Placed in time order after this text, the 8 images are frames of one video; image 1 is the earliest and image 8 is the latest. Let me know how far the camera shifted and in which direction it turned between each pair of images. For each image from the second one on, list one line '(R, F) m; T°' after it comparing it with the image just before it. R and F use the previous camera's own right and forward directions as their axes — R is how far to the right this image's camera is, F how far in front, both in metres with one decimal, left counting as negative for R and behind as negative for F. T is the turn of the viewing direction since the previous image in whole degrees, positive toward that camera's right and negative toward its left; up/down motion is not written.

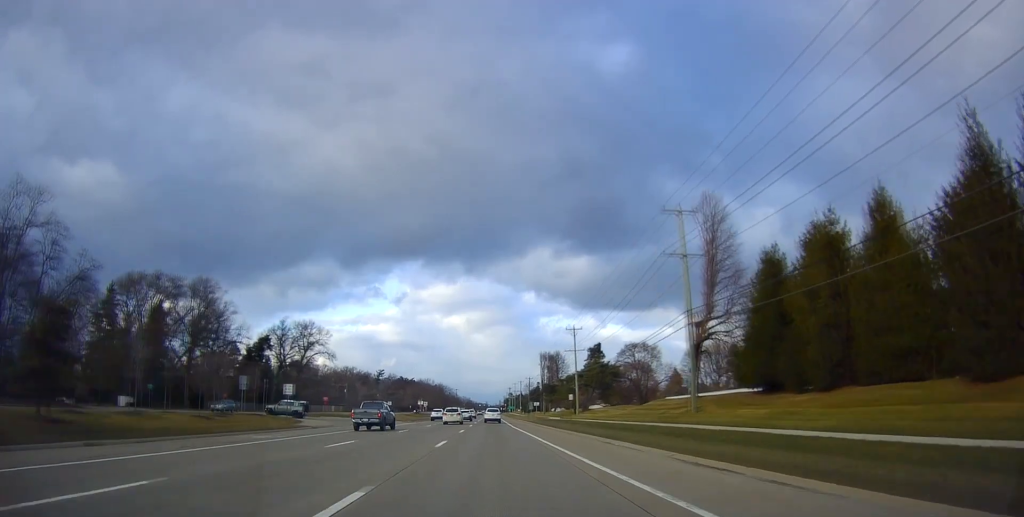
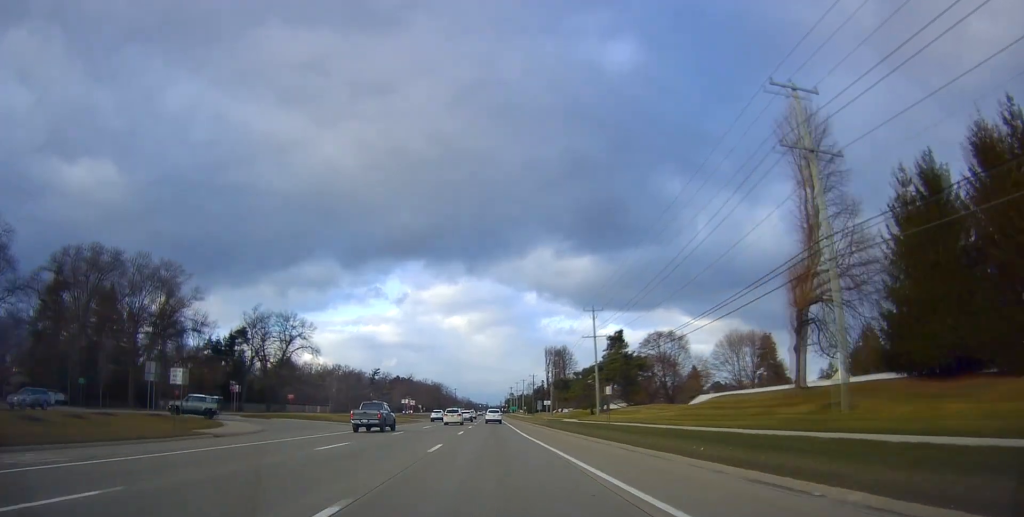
(-0.2, +16.8) m; 0°
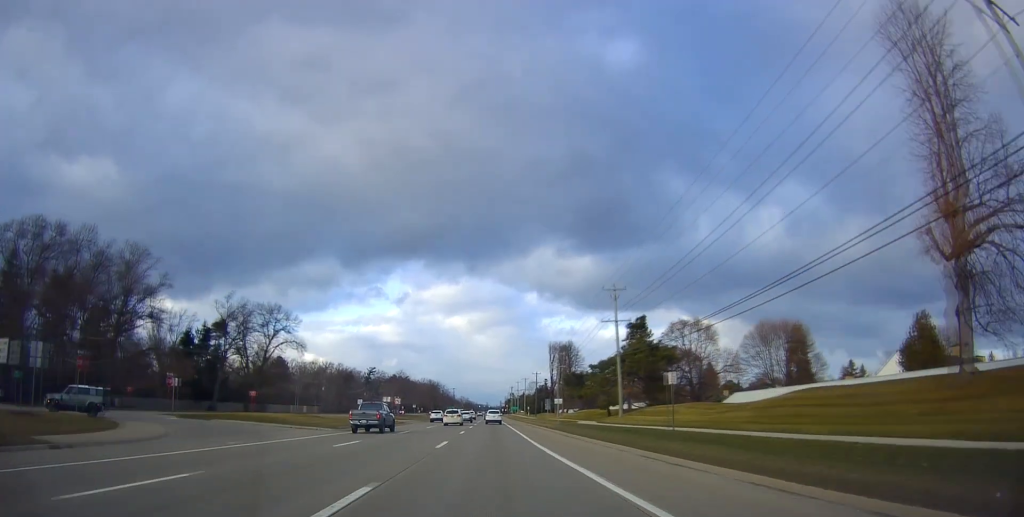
(-0.1, +12.7) m; 0°
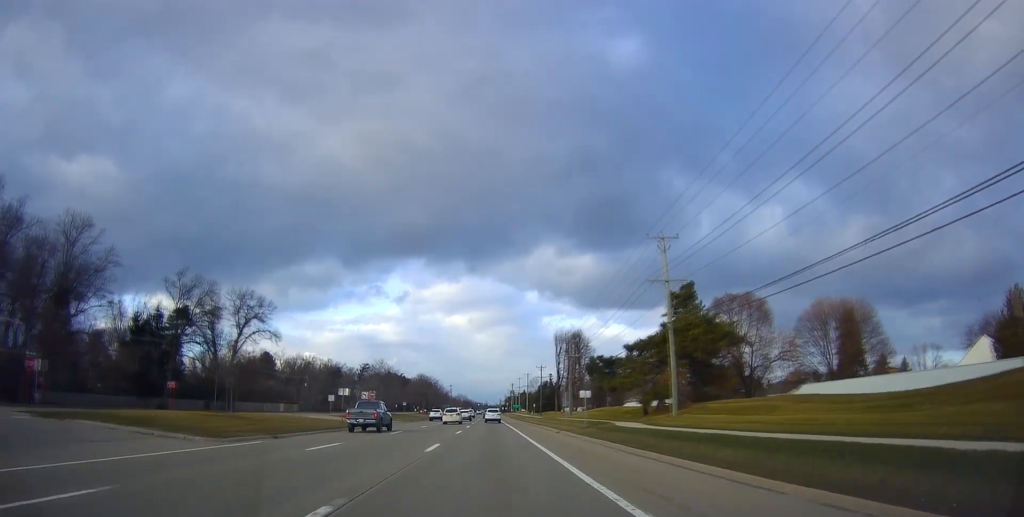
(+0.4, +17.7) m; -1°
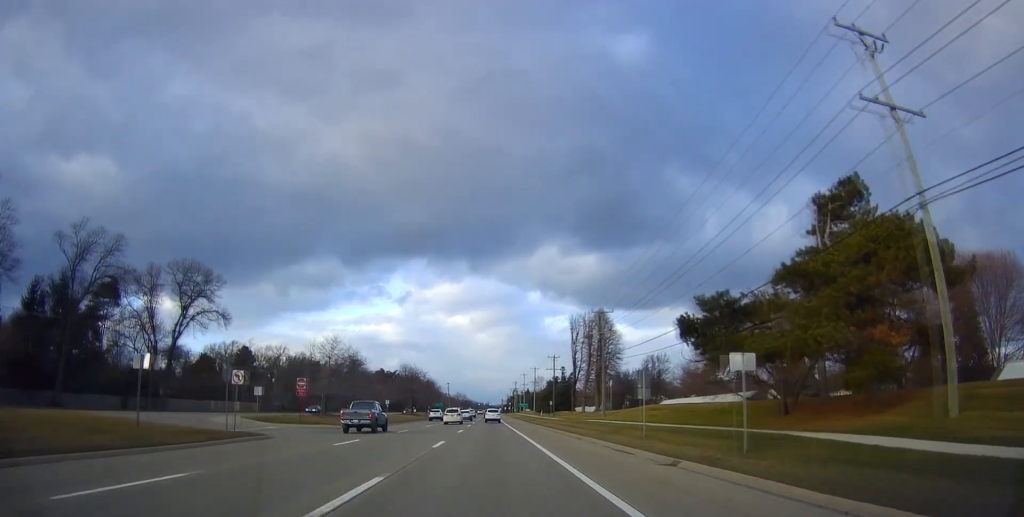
(-0.5, +27.2) m; 0°
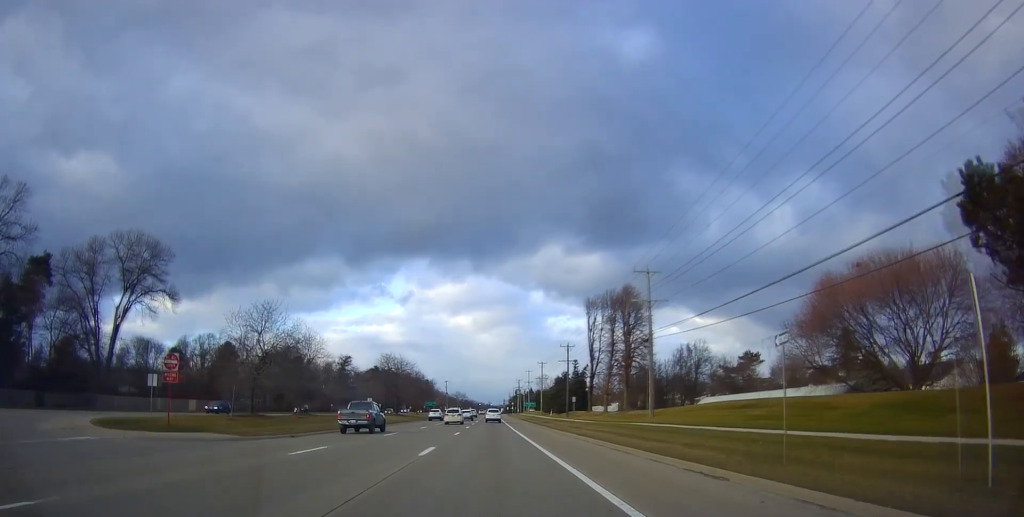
(+0.4, +19.5) m; 0°
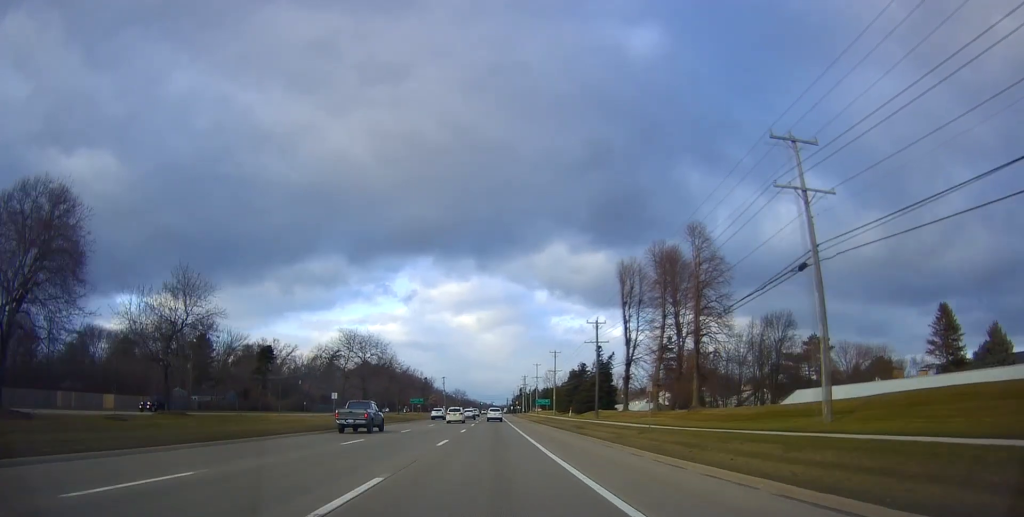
(-0.4, +25.6) m; 0°
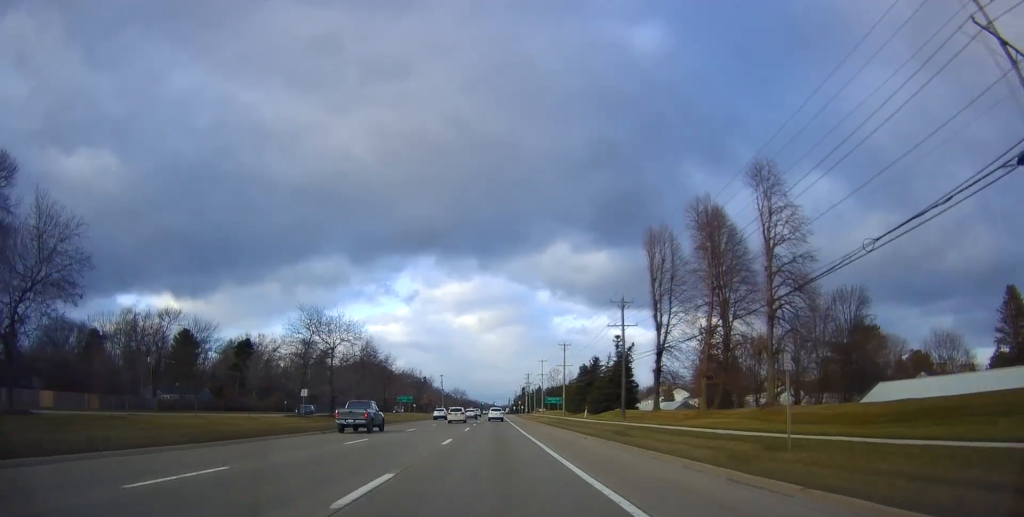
(+0.4, +14.0) m; +1°
